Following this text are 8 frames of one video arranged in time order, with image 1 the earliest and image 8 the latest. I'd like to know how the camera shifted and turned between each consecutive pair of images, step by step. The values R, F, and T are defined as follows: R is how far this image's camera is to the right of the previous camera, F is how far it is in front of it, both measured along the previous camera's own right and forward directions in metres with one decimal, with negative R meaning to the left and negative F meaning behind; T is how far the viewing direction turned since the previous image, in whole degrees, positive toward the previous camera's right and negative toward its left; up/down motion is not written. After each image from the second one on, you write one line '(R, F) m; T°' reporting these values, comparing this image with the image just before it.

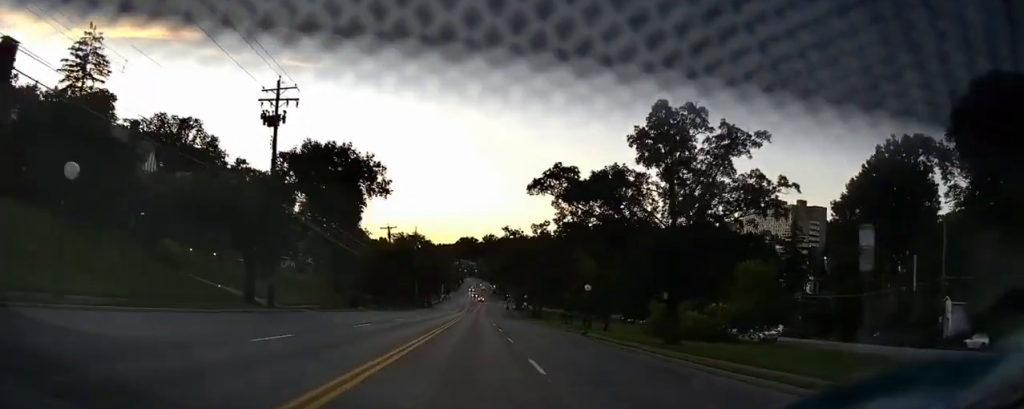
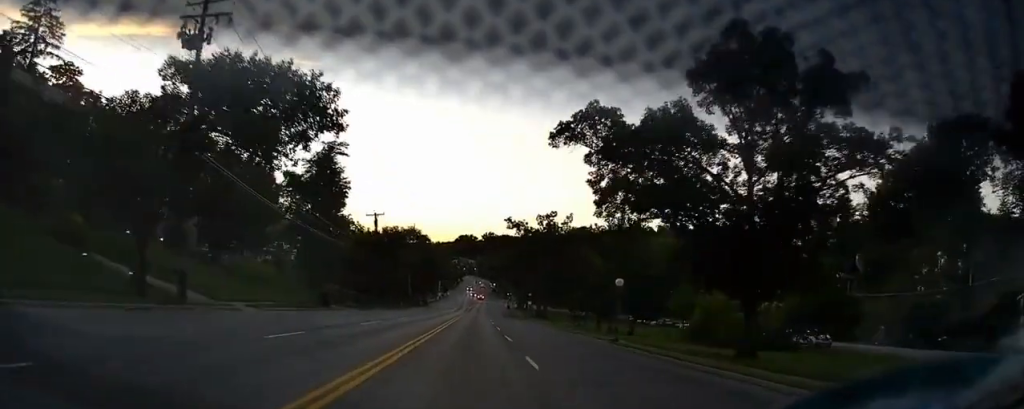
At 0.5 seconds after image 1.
(0.0, +10.7) m; 0°
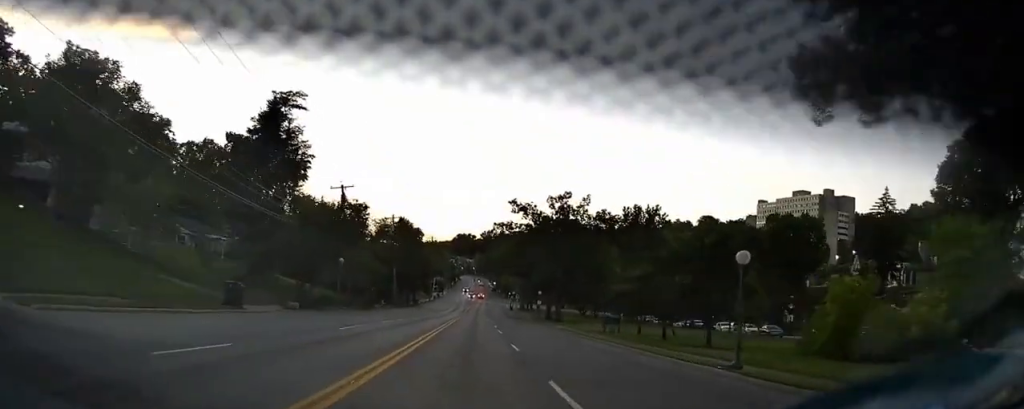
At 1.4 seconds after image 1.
(0.0, +17.6) m; 0°
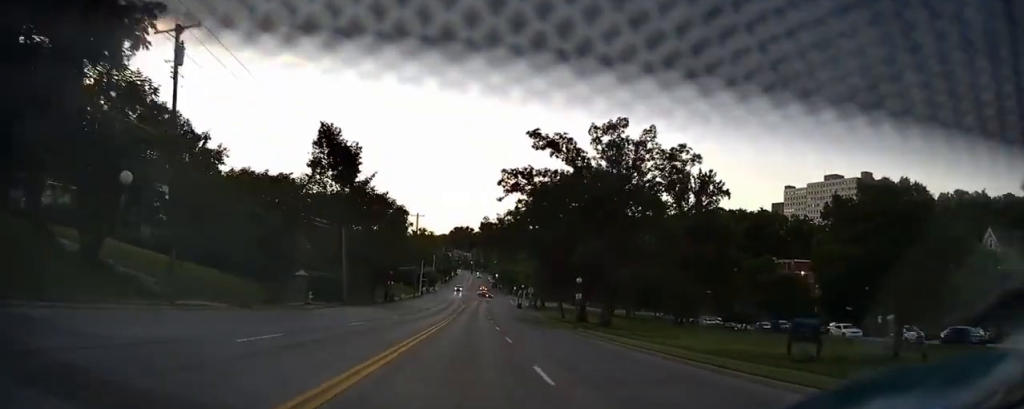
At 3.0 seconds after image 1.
(0.0, +33.3) m; -1°
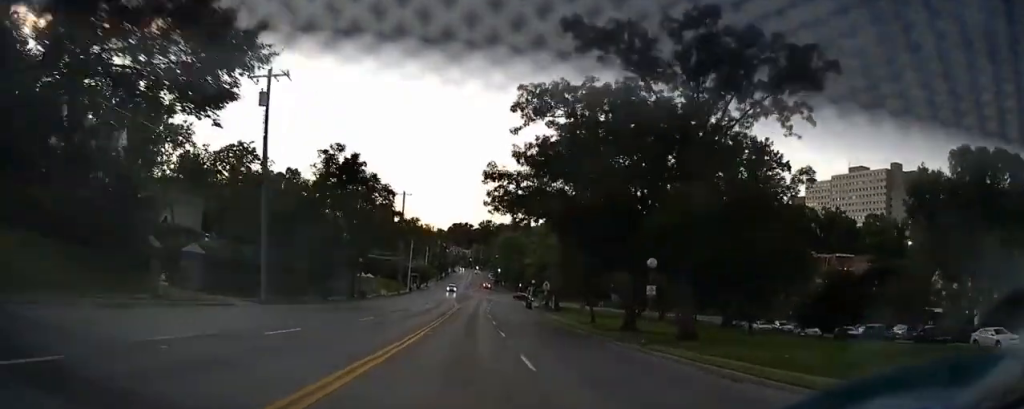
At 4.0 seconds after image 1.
(-0.4, +22.0) m; 0°
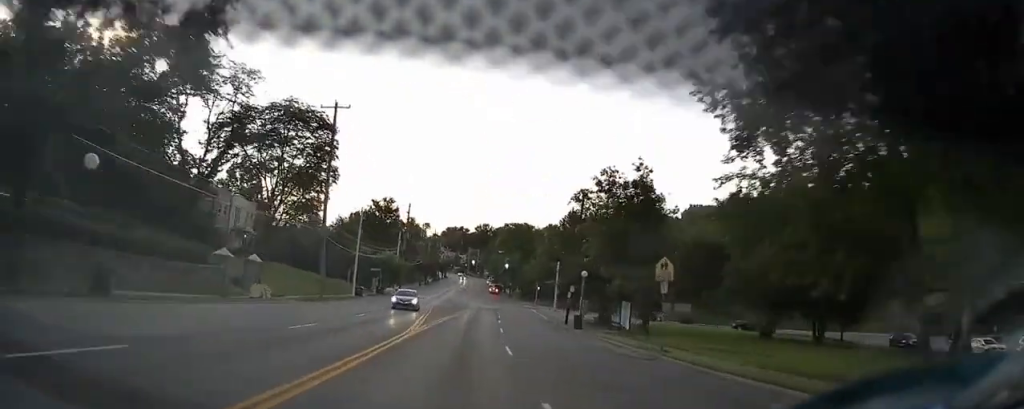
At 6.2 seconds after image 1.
(+1.0, +46.2) m; +1°
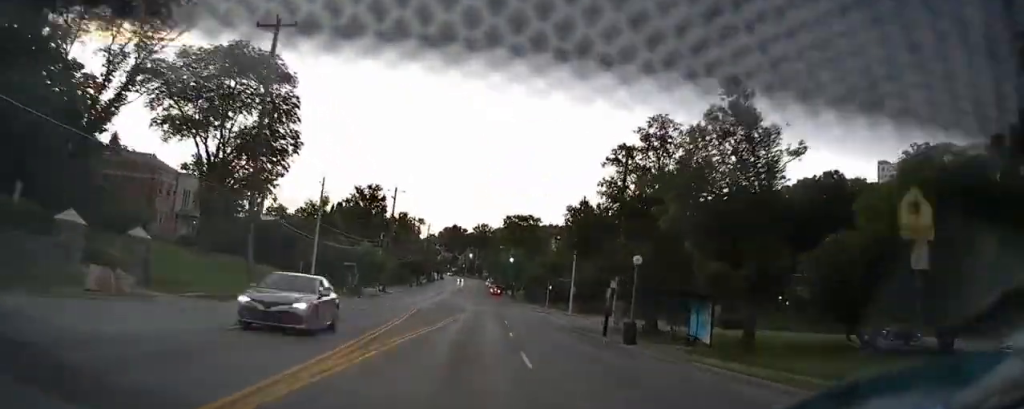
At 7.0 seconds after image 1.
(0.0, +15.8) m; 0°
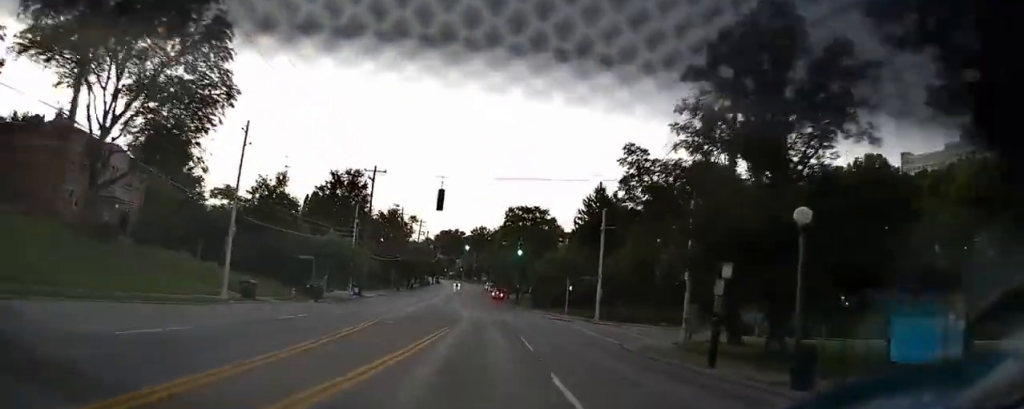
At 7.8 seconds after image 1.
(-0.2, +16.4) m; 0°
